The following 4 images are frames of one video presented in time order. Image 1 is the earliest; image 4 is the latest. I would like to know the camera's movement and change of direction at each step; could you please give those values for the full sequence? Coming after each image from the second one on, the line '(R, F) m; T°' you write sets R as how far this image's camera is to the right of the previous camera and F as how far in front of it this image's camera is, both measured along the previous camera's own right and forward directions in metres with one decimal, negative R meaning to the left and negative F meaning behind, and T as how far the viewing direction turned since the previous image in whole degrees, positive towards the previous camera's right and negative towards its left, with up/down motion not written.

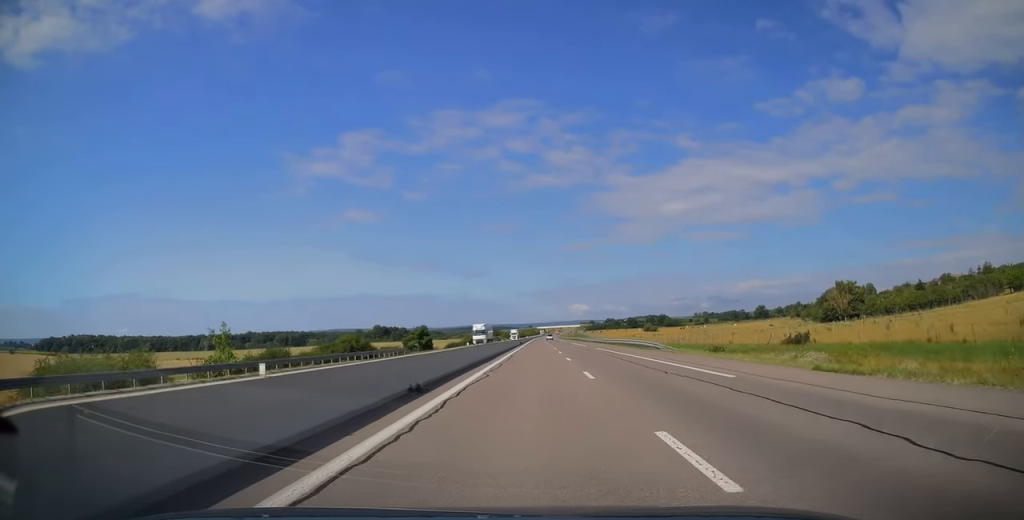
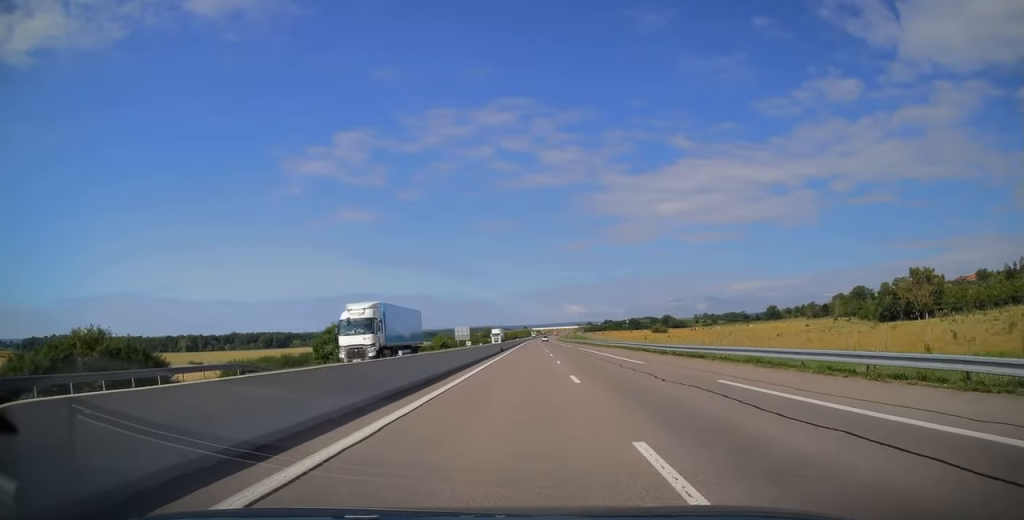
(-0.1, +39.0) m; 0°
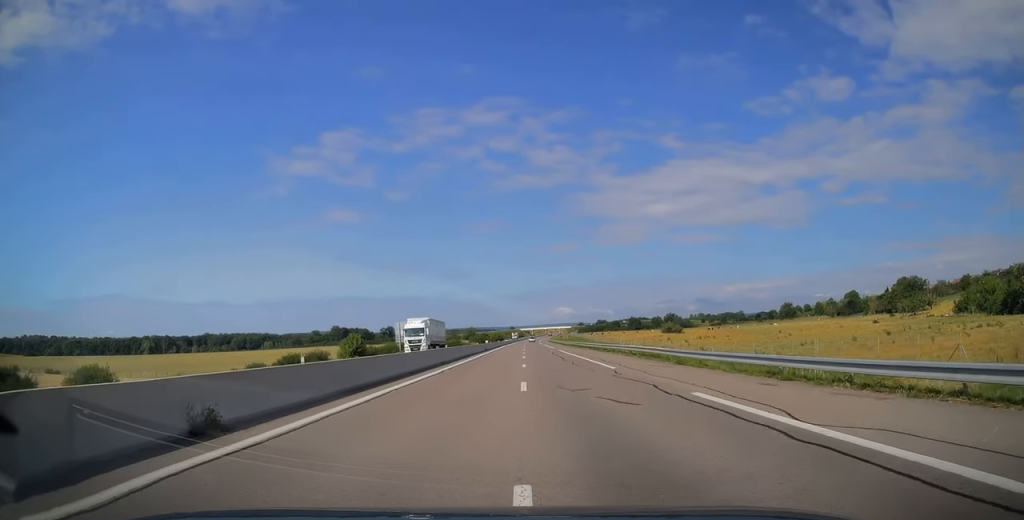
(-0.1, +53.5) m; 0°
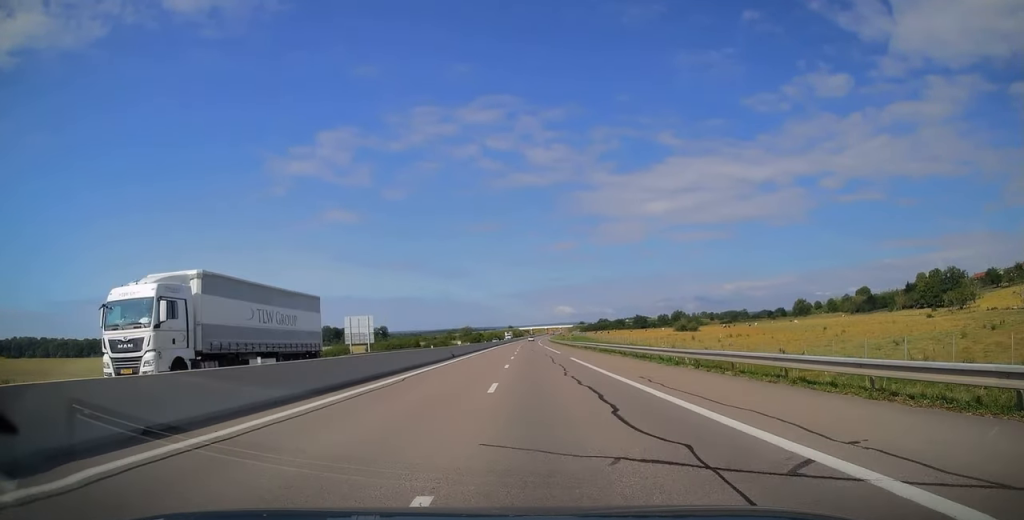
(+0.2, +26.0) m; 0°
